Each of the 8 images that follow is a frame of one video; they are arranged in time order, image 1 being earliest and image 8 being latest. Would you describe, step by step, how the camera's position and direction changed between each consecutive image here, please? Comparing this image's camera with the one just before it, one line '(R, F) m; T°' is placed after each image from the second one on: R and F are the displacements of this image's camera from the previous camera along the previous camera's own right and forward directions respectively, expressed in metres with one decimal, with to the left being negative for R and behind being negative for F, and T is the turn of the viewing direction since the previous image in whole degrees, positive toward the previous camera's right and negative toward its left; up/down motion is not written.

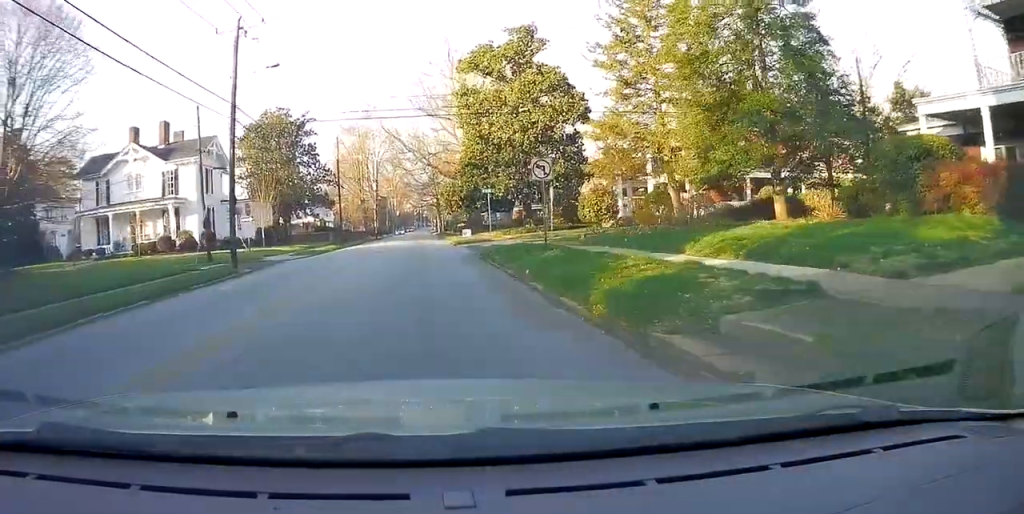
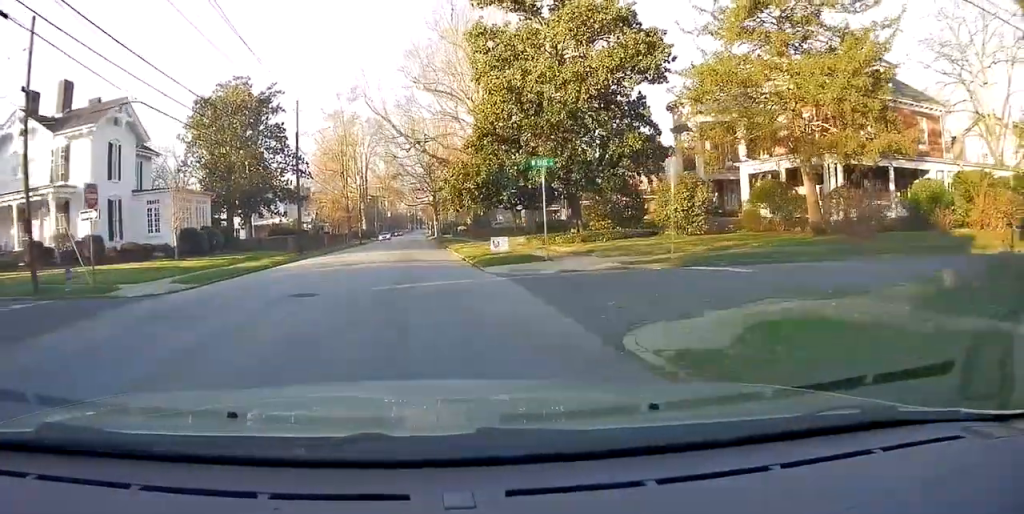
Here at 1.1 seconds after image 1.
(0.0, +16.9) m; -1°
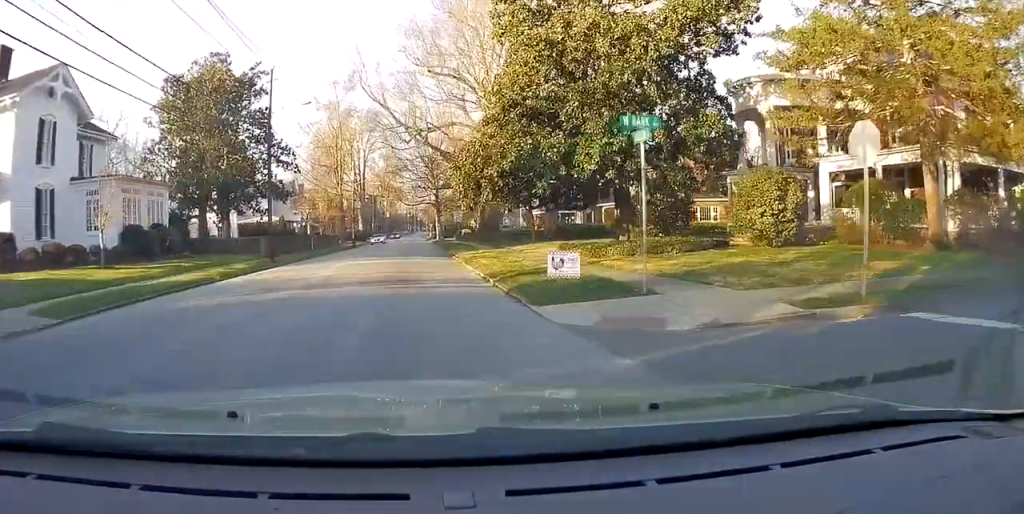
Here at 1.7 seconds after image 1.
(-0.2, +8.1) m; +1°
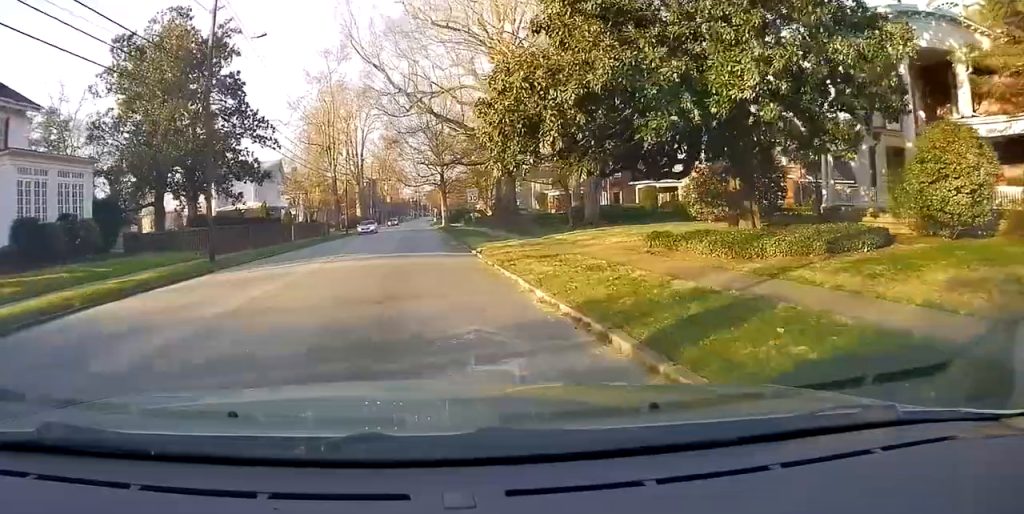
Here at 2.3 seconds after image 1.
(-0.2, +9.6) m; +1°
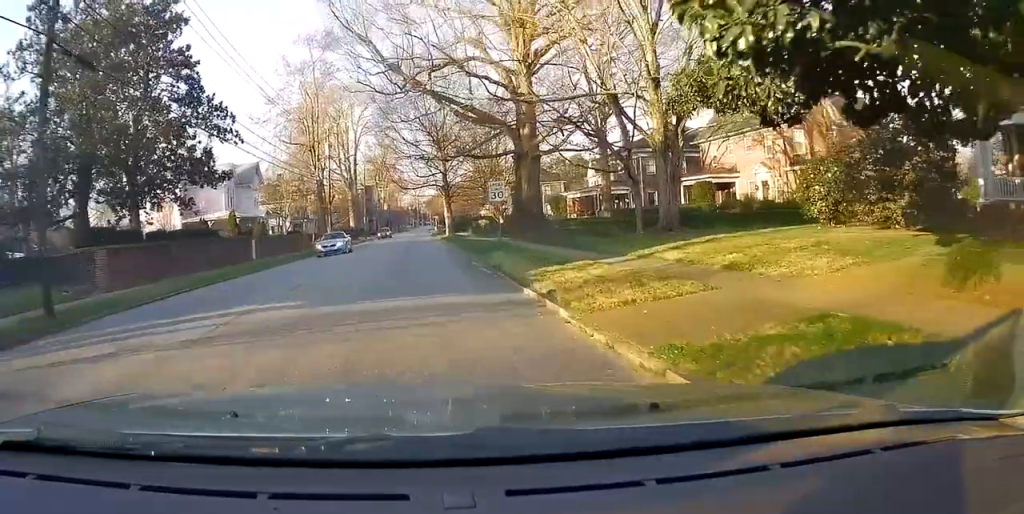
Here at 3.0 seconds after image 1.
(+0.6, +10.5) m; +2°
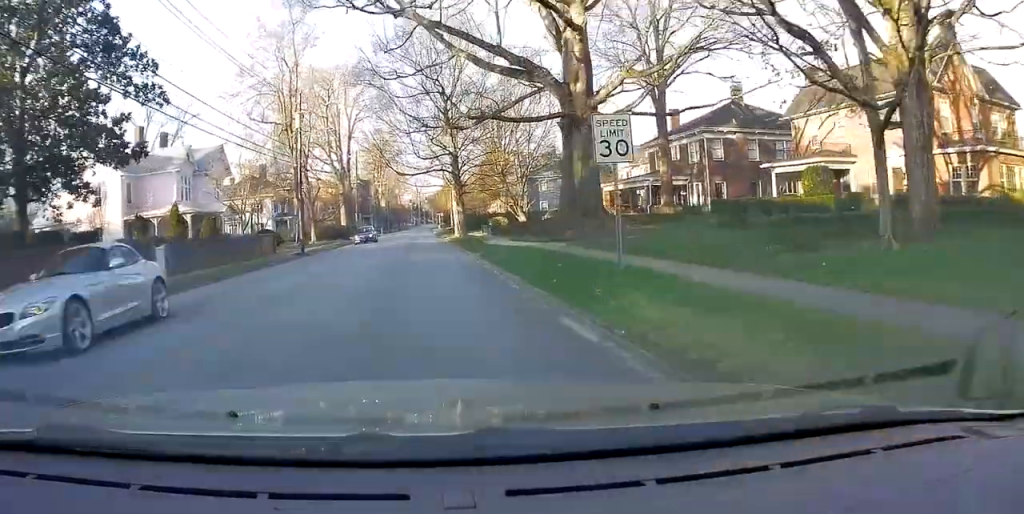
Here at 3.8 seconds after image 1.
(-0.1, +13.1) m; 0°
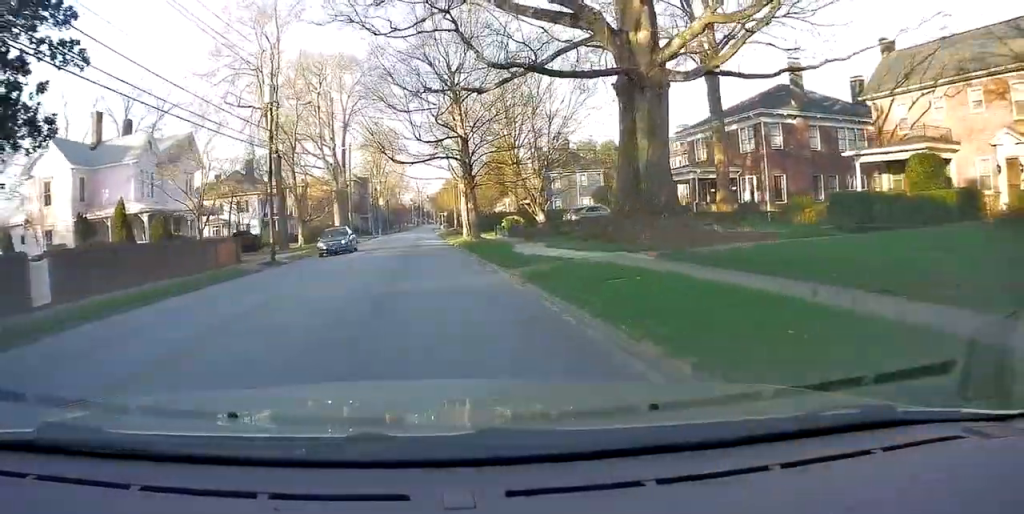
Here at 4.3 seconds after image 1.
(-0.1, +8.0) m; -1°
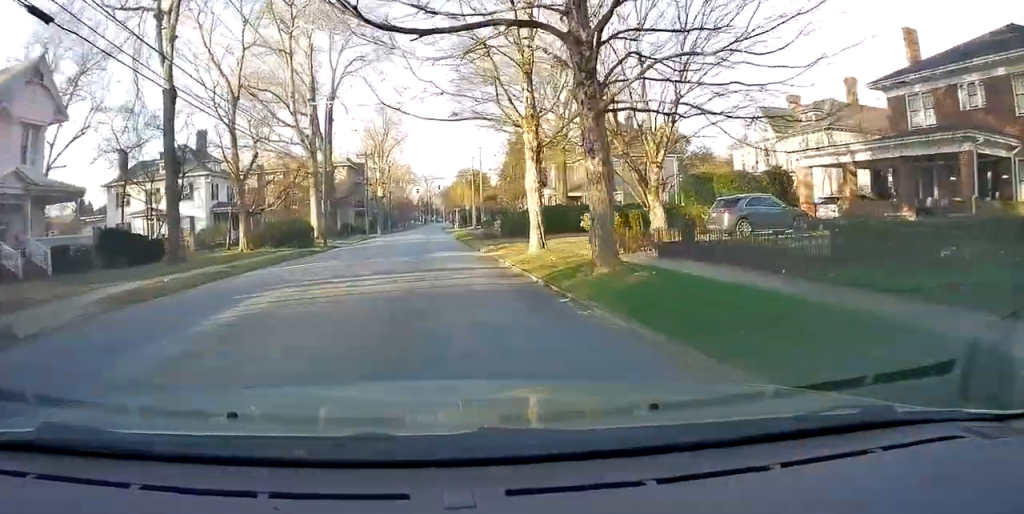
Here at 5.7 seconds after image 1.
(0.0, +22.8) m; 0°
